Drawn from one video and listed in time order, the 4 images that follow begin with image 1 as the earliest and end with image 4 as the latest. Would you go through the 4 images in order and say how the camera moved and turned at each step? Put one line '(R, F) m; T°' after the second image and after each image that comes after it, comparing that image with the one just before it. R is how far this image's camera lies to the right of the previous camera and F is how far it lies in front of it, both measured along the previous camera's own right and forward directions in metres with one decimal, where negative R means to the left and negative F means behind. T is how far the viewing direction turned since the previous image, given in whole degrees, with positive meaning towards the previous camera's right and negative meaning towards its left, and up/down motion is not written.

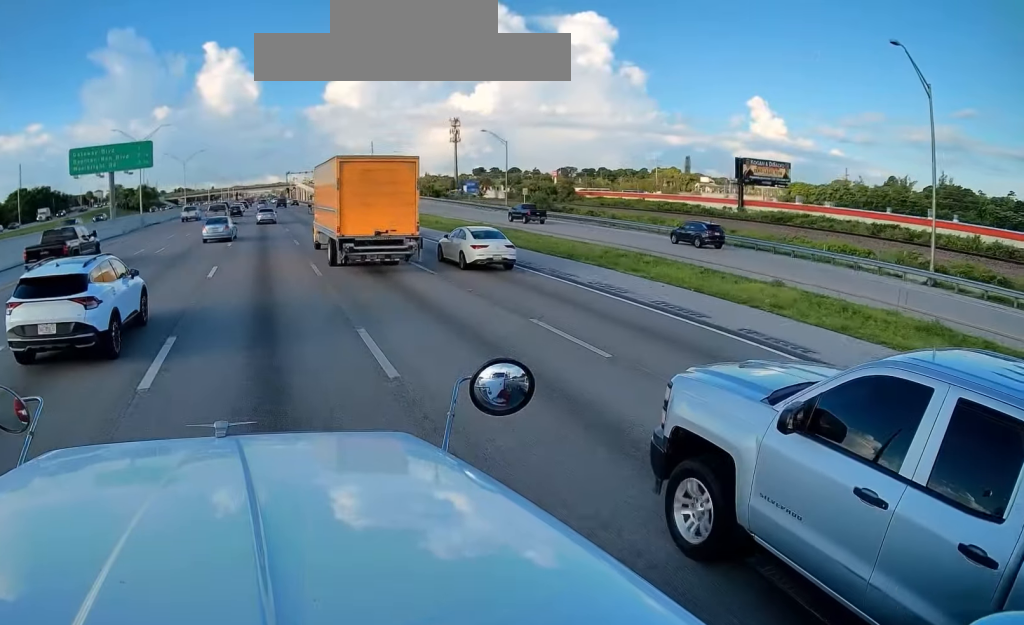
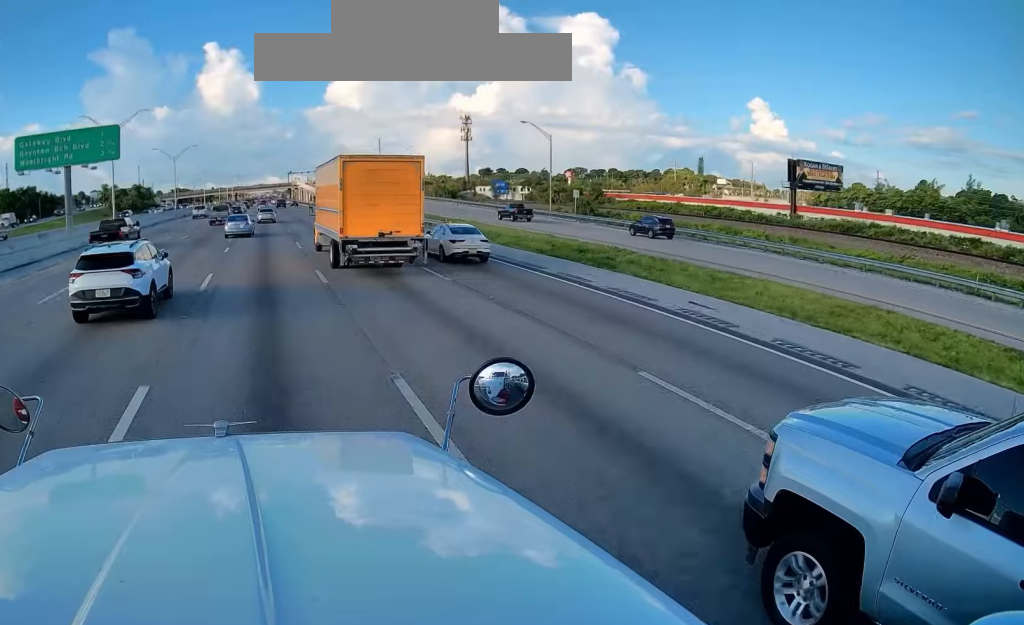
(-0.2, +15.5) m; 0°
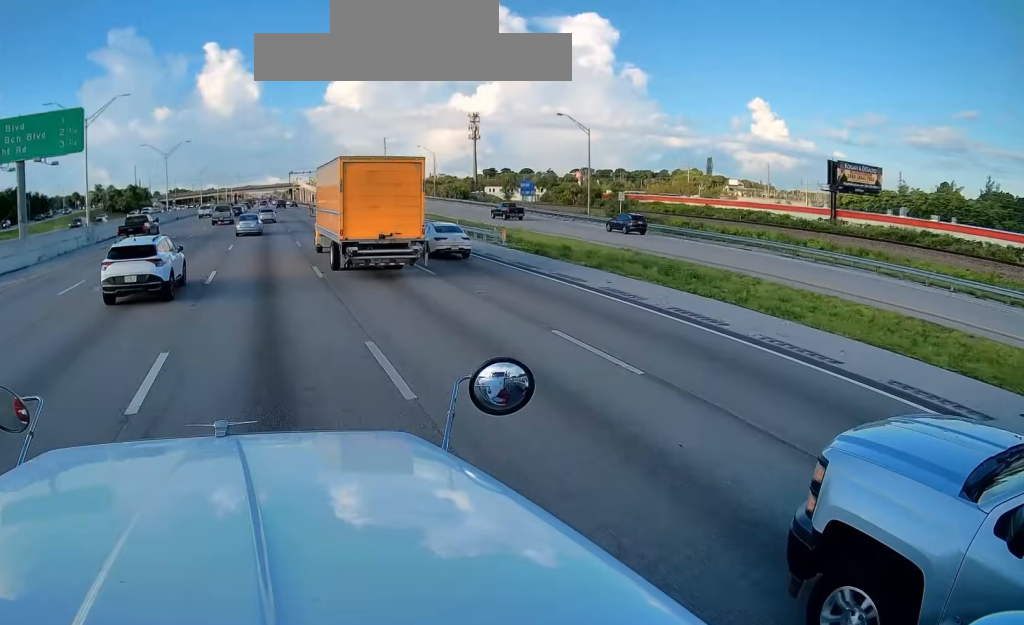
(-0.1, +10.4) m; +1°
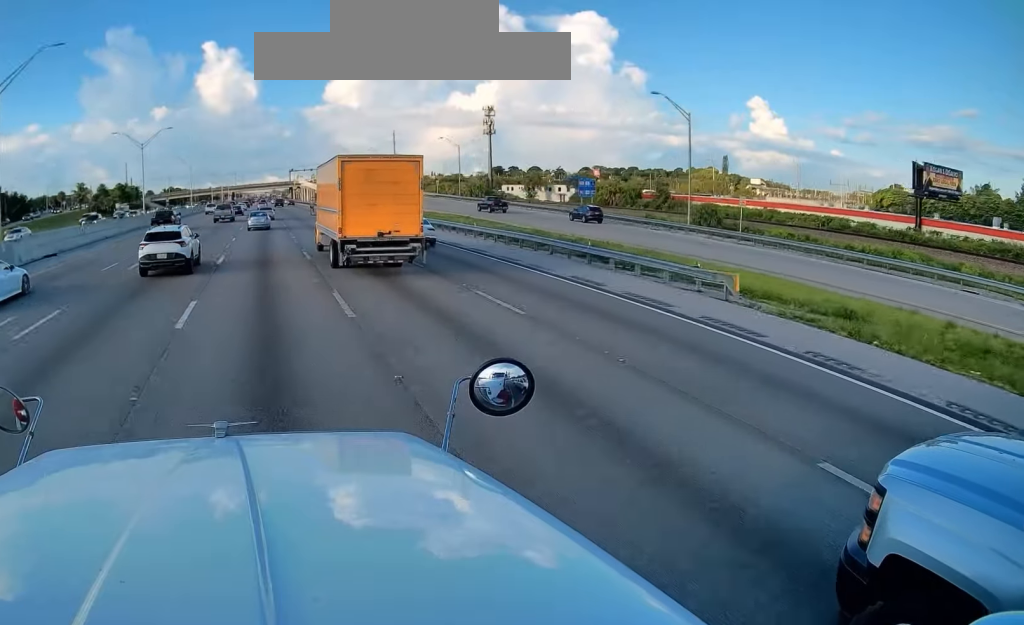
(+0.3, +18.9) m; 0°
